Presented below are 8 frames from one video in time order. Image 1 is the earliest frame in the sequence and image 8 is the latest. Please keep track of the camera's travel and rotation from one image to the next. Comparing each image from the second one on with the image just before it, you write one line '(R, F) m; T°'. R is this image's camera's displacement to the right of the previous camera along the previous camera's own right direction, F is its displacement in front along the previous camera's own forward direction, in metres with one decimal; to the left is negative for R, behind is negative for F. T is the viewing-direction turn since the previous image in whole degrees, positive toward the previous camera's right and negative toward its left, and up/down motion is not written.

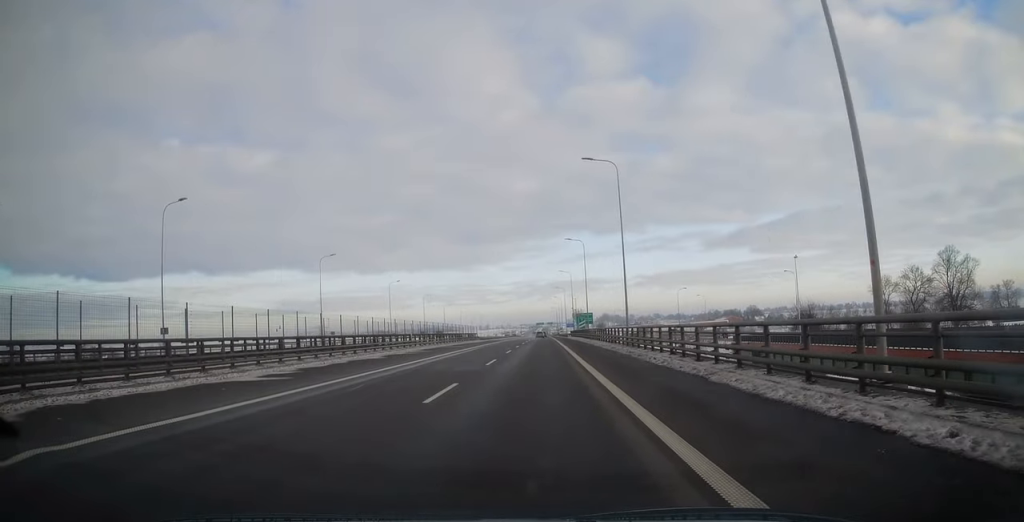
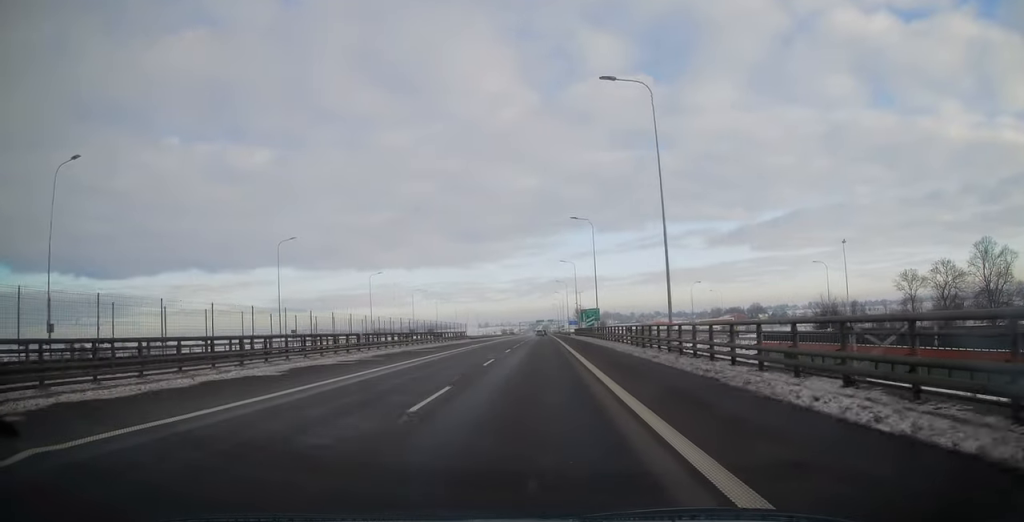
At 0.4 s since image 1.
(+0.1, +13.3) m; 0°
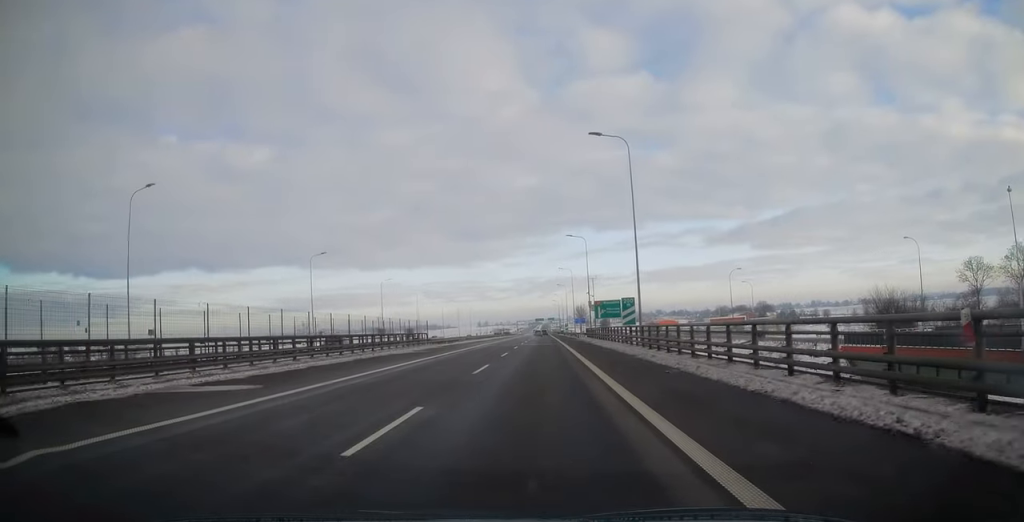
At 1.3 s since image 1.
(+0.2, +27.2) m; 0°
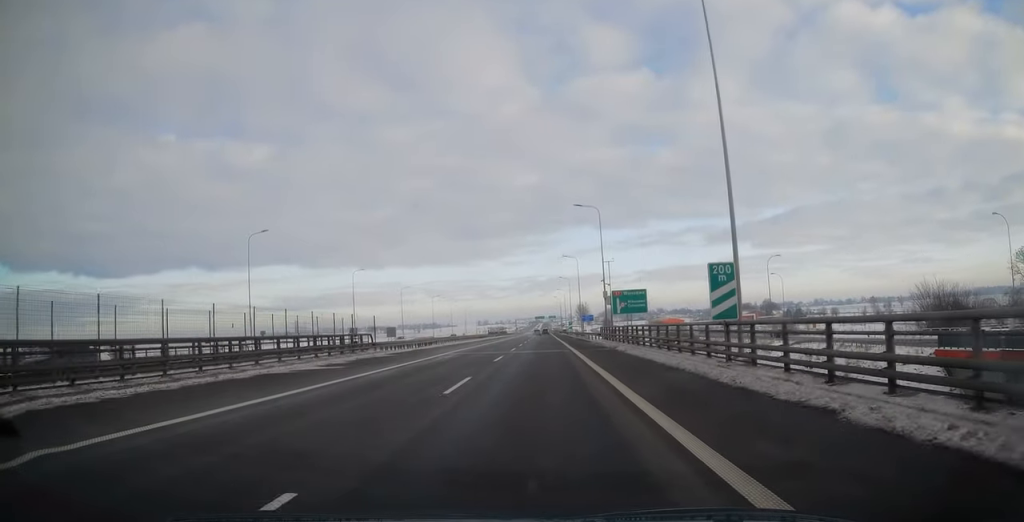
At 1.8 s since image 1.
(-0.2, +17.6) m; 0°
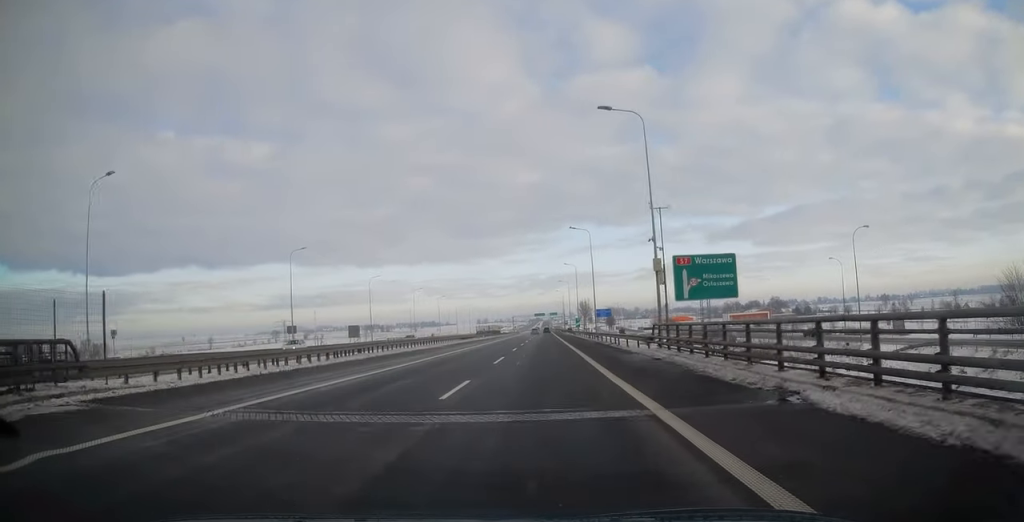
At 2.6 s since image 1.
(-0.1, +25.0) m; 0°
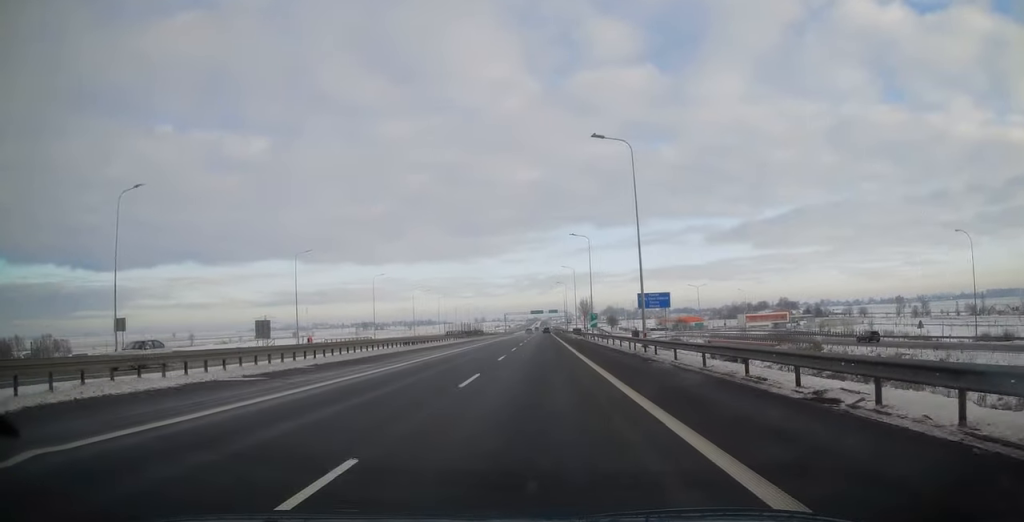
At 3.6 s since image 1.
(0.0, +33.0) m; 0°
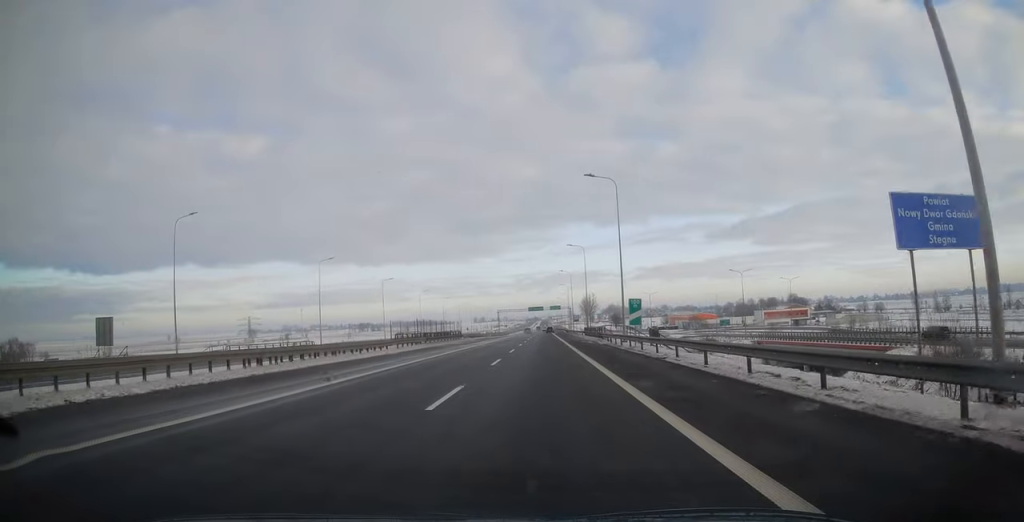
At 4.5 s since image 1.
(+0.2, +27.7) m; 0°
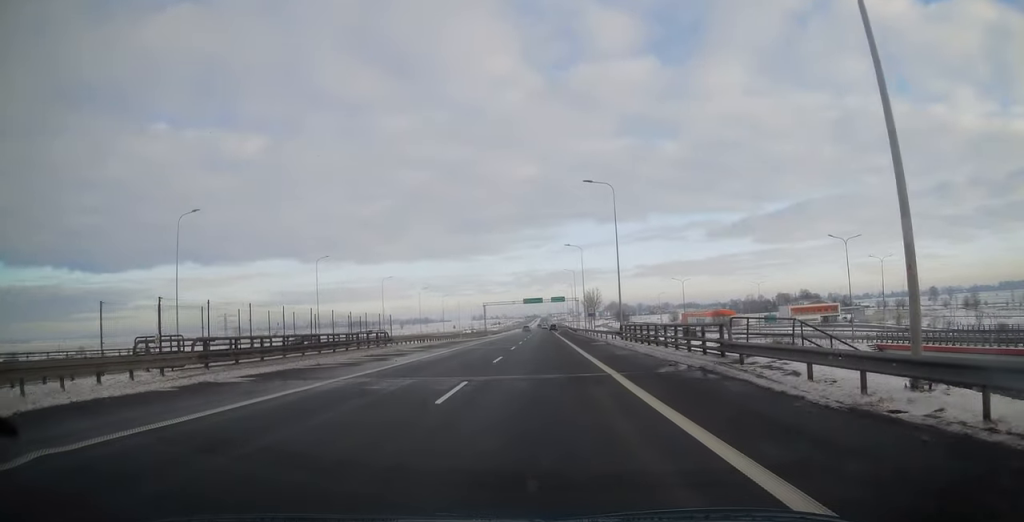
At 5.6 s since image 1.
(0.0, +35.2) m; 0°
